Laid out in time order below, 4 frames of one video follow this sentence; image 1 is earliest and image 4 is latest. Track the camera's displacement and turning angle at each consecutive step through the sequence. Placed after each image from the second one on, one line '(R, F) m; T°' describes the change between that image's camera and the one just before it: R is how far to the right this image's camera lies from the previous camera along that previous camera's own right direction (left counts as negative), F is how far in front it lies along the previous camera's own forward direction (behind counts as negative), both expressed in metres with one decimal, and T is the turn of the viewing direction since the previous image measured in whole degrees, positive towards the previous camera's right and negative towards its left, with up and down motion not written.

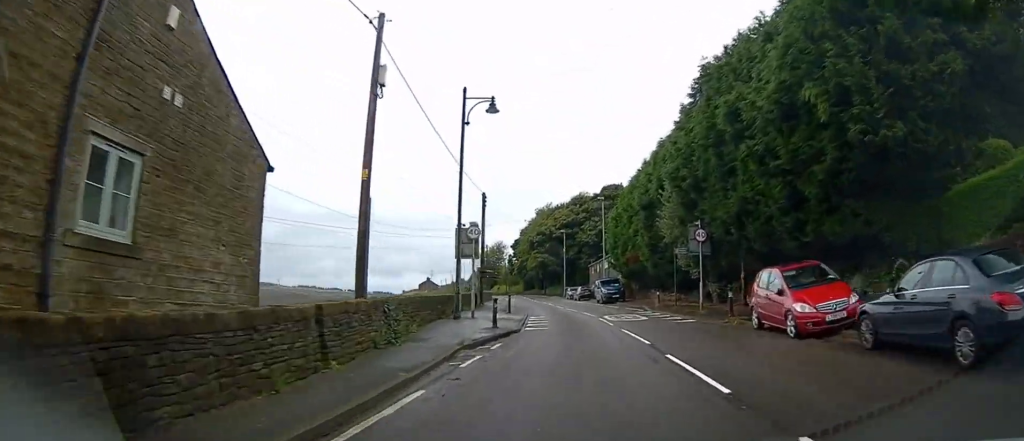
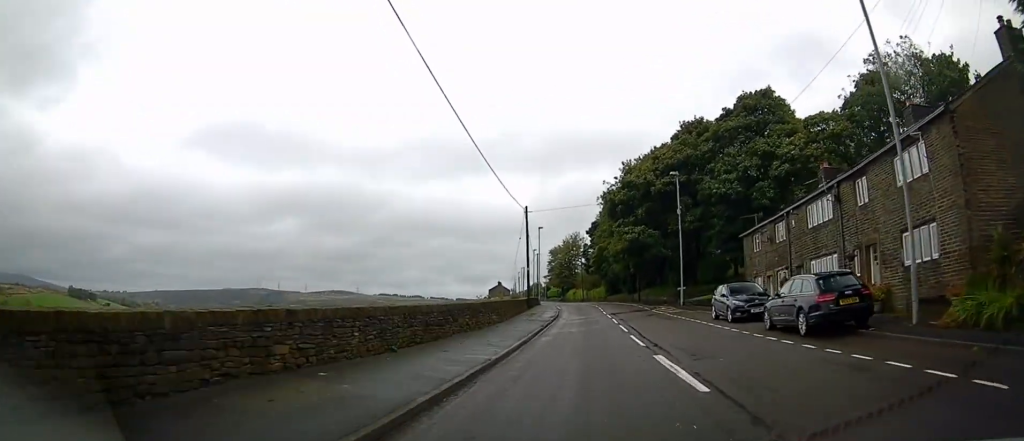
(-3.1, +43.4) m; -9°
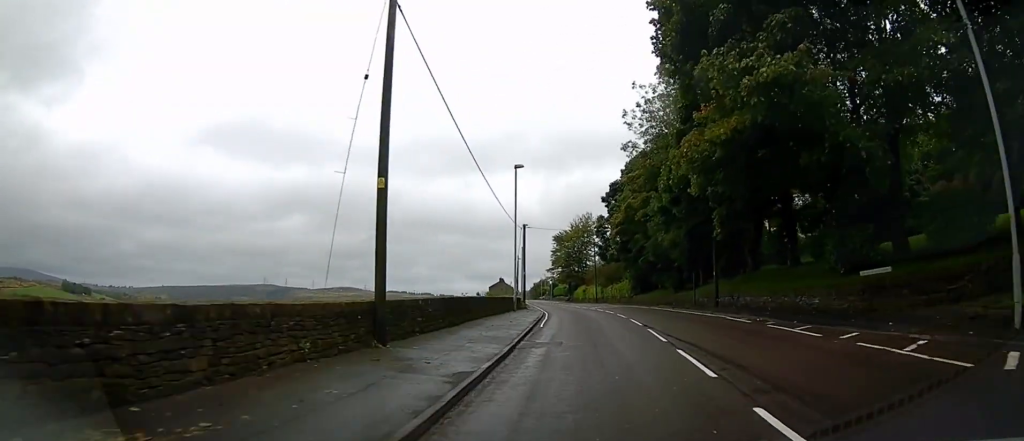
(0.0, +33.6) m; -1°
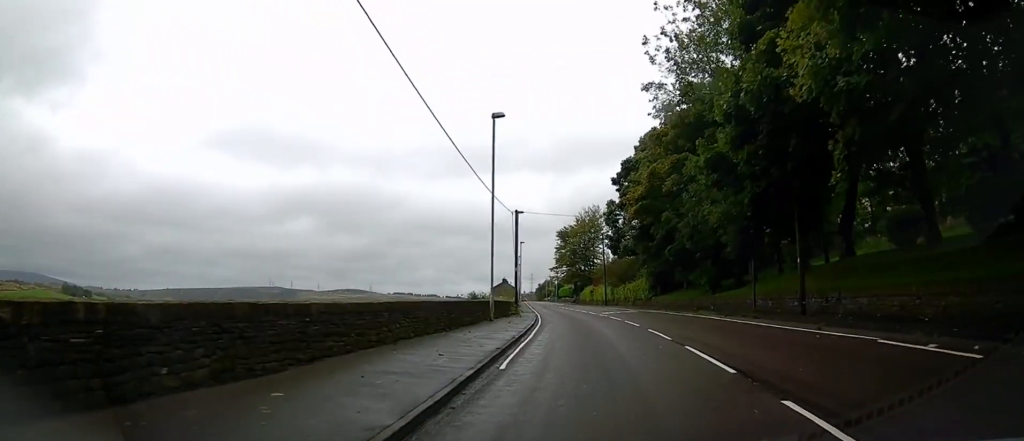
(-0.2, +11.2) m; -1°
